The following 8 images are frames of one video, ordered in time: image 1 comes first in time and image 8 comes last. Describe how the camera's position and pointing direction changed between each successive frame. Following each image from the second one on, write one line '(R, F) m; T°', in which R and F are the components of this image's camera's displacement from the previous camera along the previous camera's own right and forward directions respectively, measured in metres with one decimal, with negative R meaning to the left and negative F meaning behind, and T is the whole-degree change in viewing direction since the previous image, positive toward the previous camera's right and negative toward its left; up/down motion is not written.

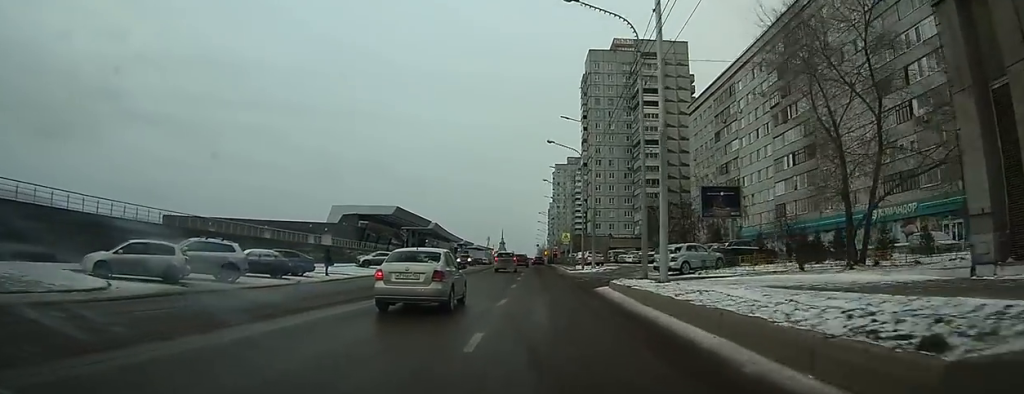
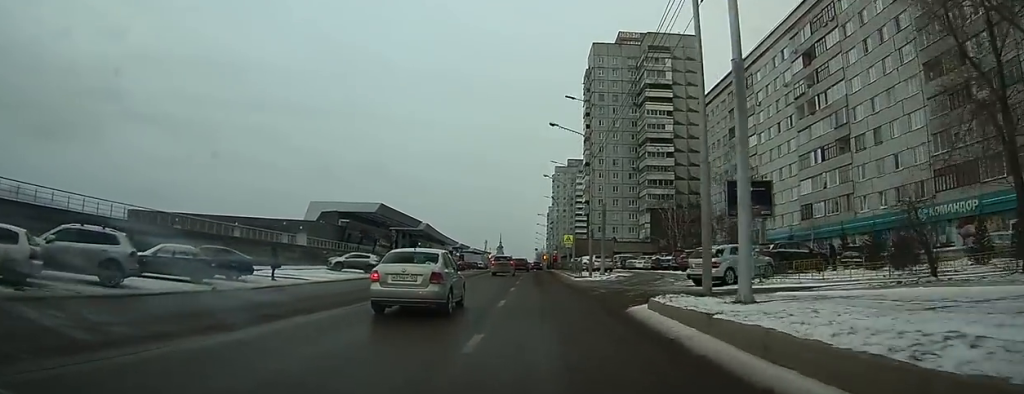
(0.0, +5.4) m; 0°
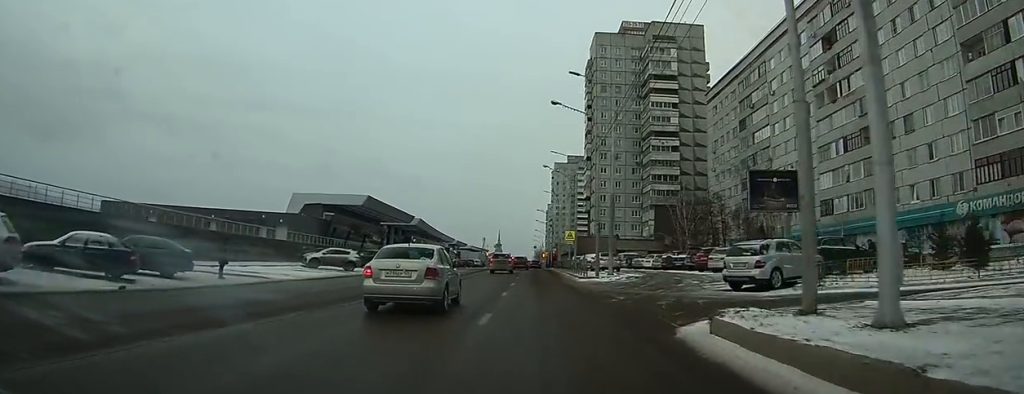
(0.0, +3.5) m; 0°
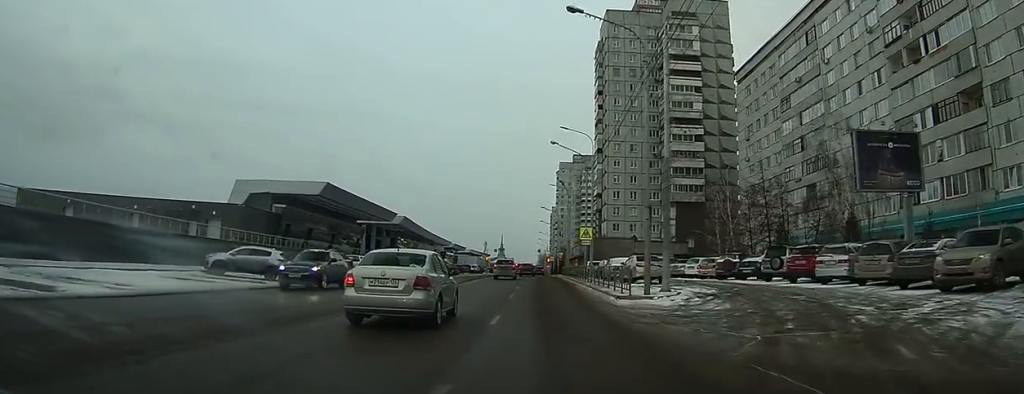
(+0.1, +10.8) m; +1°
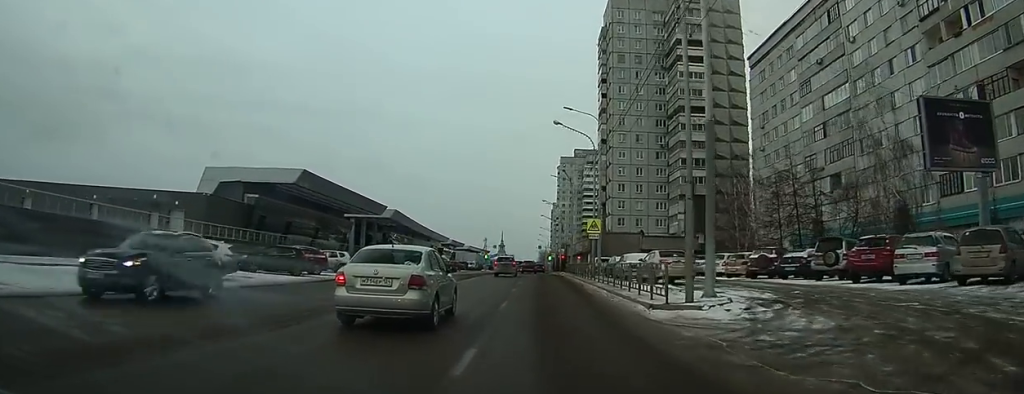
(0.0, +4.8) m; +1°
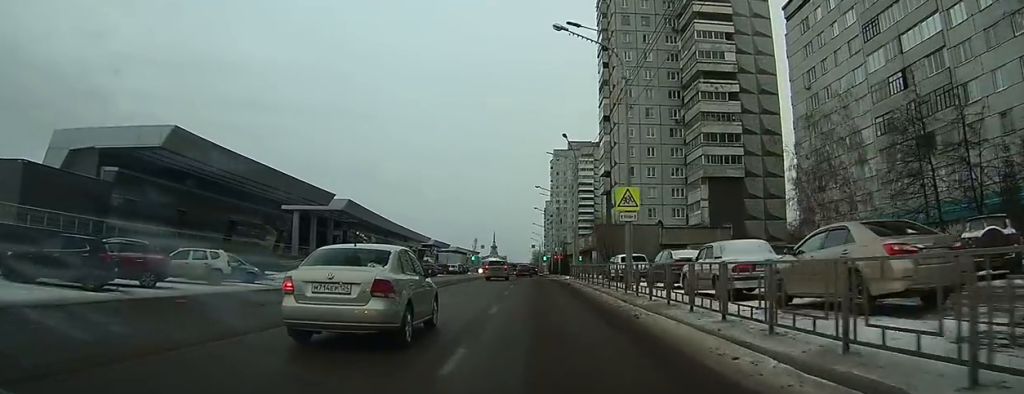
(+0.4, +16.3) m; +3°
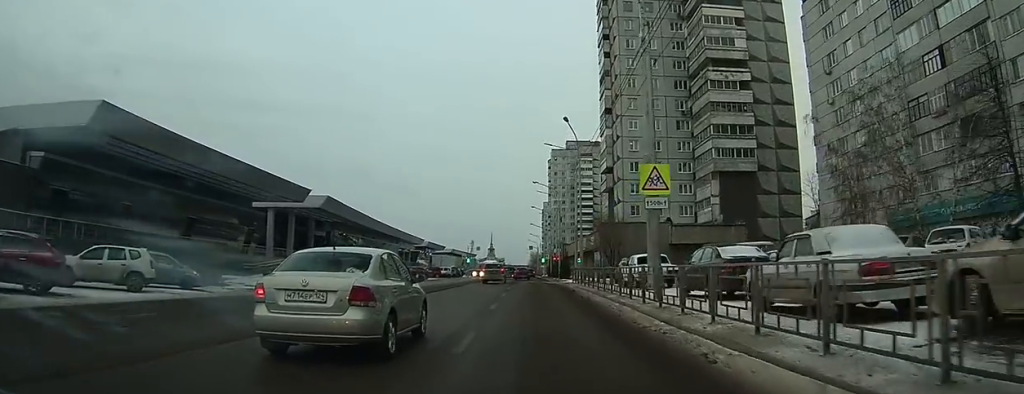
(+0.2, +6.0) m; 0°
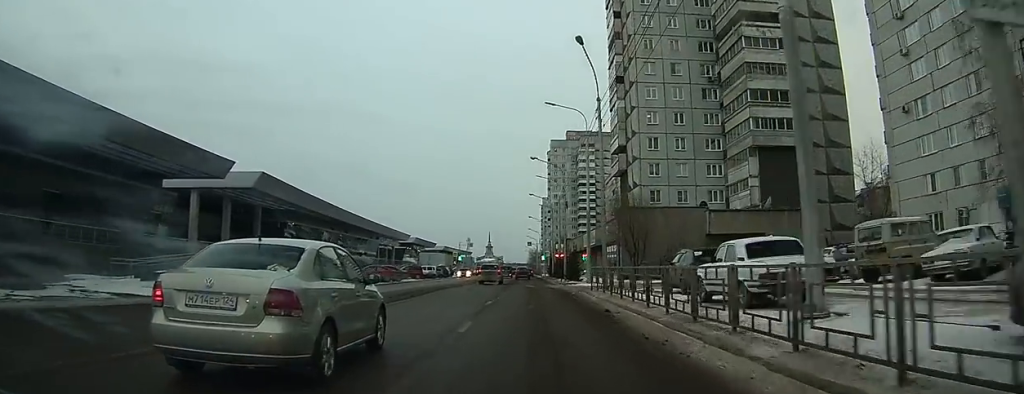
(-0.3, +15.1) m; -2°
